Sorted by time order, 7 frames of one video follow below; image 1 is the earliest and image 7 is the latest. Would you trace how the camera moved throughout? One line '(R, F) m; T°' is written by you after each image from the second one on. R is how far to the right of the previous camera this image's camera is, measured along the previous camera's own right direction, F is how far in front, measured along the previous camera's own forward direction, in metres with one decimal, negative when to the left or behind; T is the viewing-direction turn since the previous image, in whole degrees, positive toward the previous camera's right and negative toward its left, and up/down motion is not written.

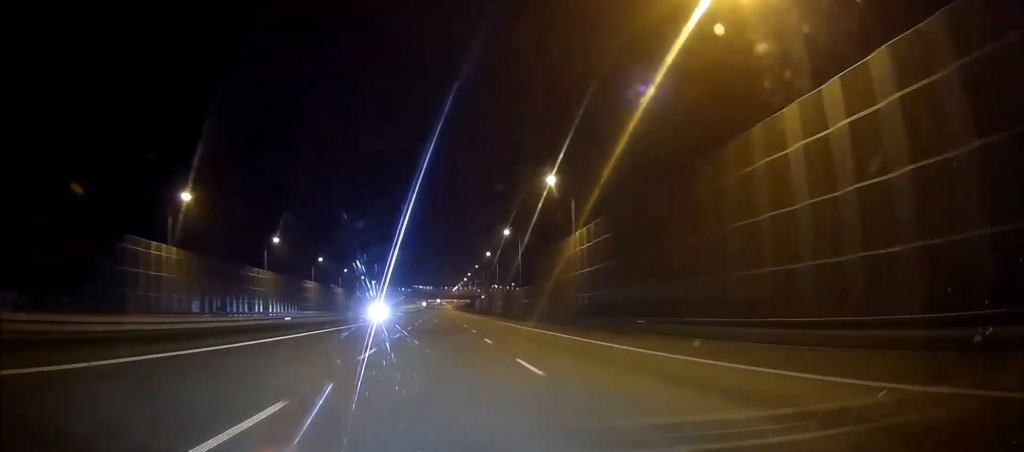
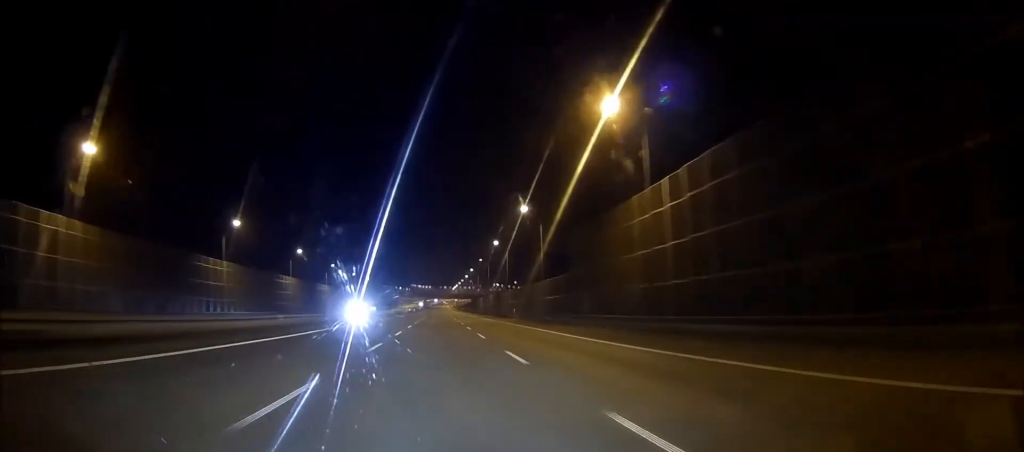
(0.0, +22.4) m; 0°
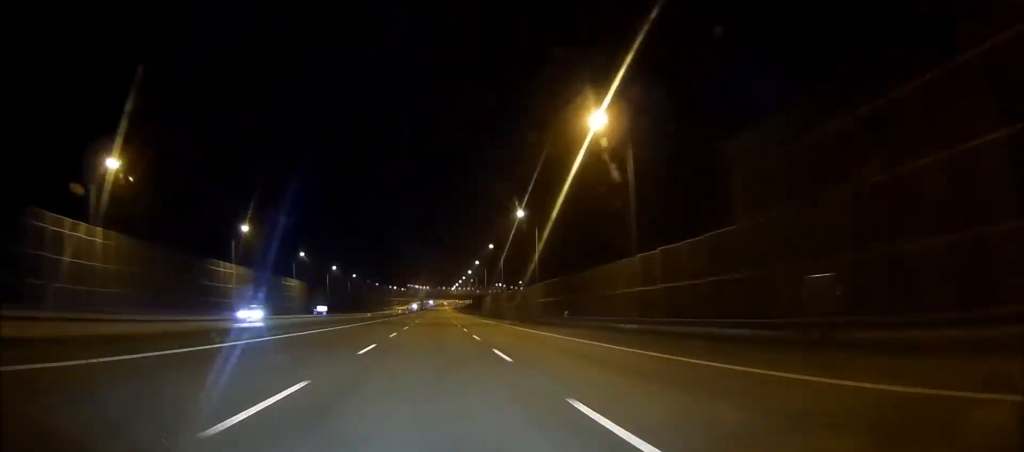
(0.0, +37.7) m; 0°
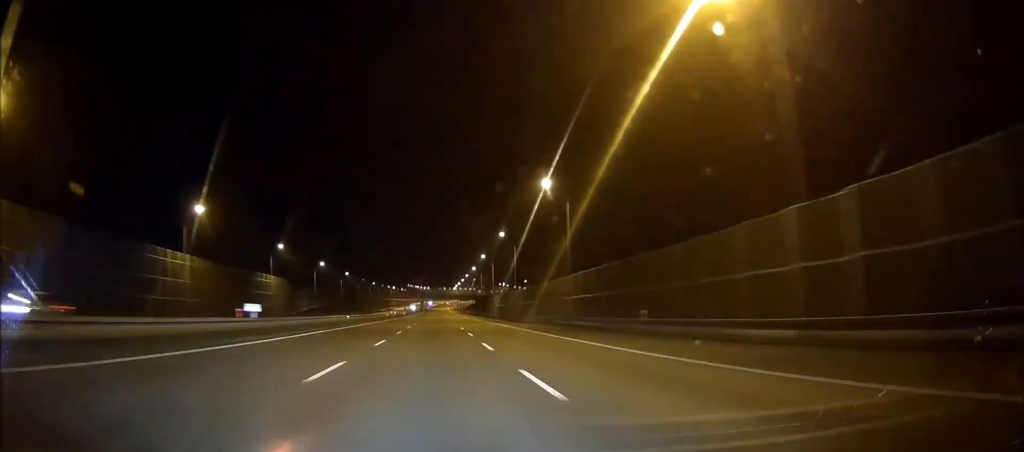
(0.0, +19.5) m; 0°
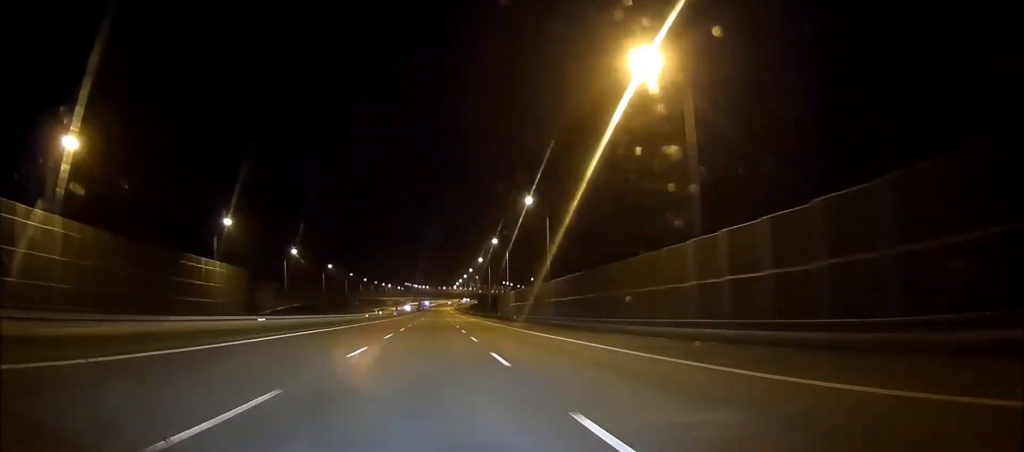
(0.0, +30.5) m; 0°
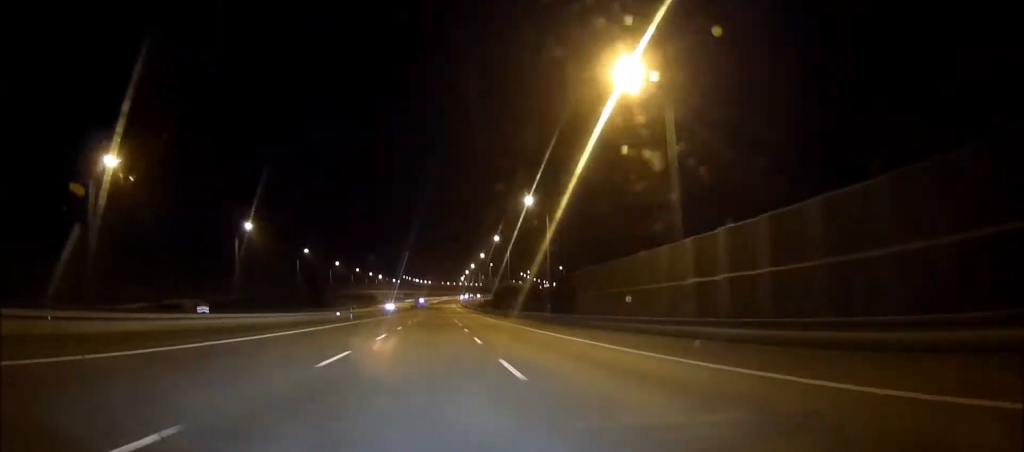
(0.0, +75.8) m; 0°
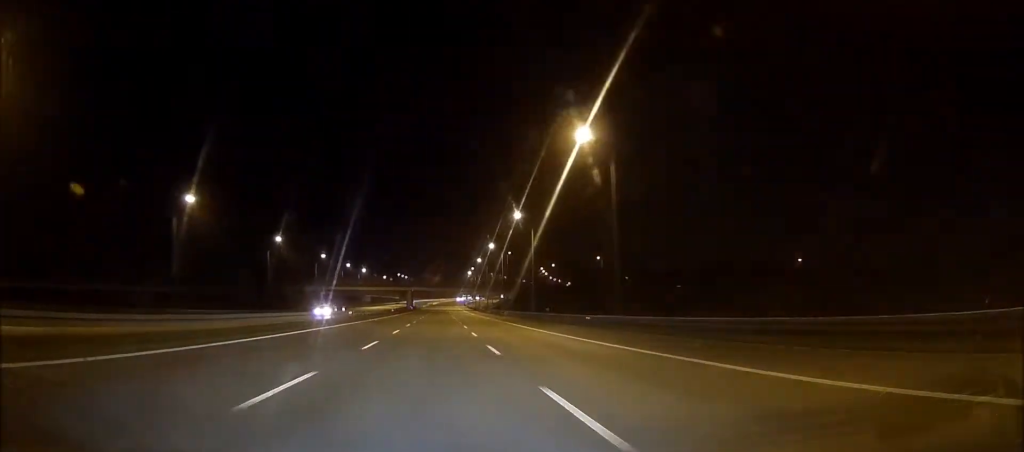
(+0.2, +65.9) m; 0°
